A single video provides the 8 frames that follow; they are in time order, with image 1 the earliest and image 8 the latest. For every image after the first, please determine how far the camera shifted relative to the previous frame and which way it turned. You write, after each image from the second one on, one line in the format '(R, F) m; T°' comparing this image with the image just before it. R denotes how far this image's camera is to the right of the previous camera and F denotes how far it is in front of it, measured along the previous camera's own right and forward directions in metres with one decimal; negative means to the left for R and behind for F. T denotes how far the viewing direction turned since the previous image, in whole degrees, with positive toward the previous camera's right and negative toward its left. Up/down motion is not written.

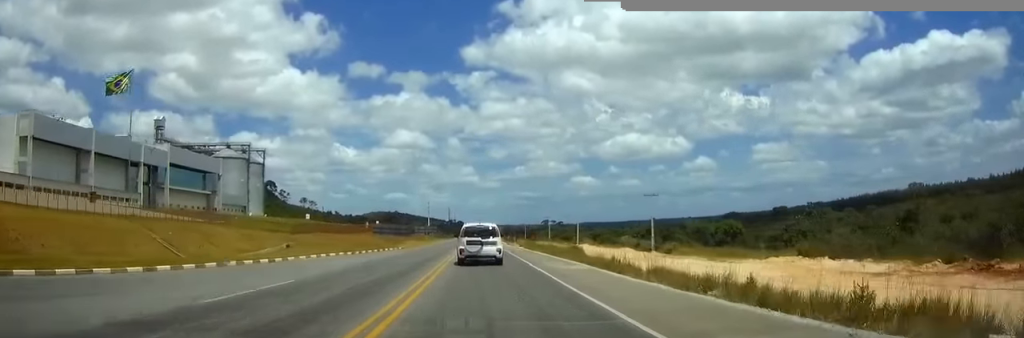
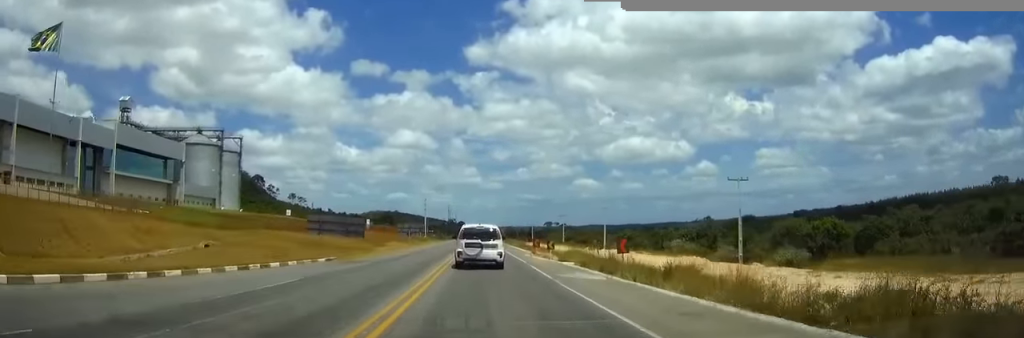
(+0.1, +33.8) m; 0°
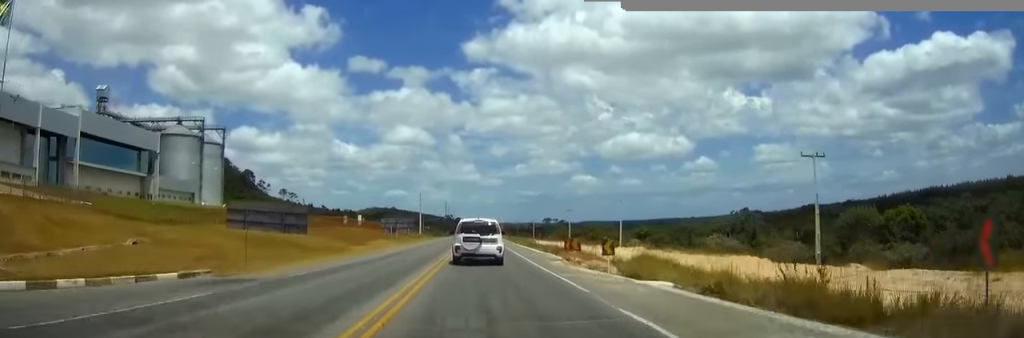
(0.0, +16.7) m; 0°
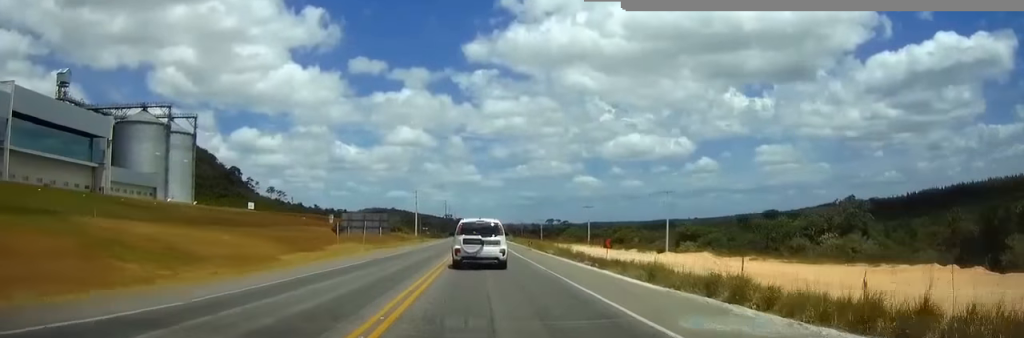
(-0.1, +28.5) m; 0°
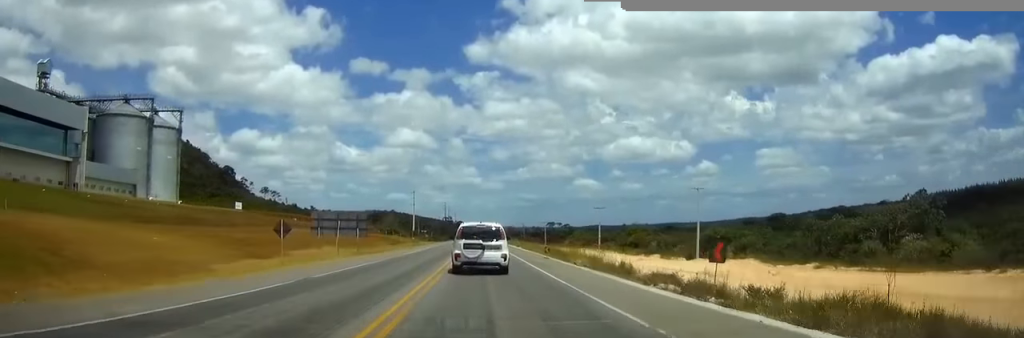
(0.0, +12.8) m; 0°
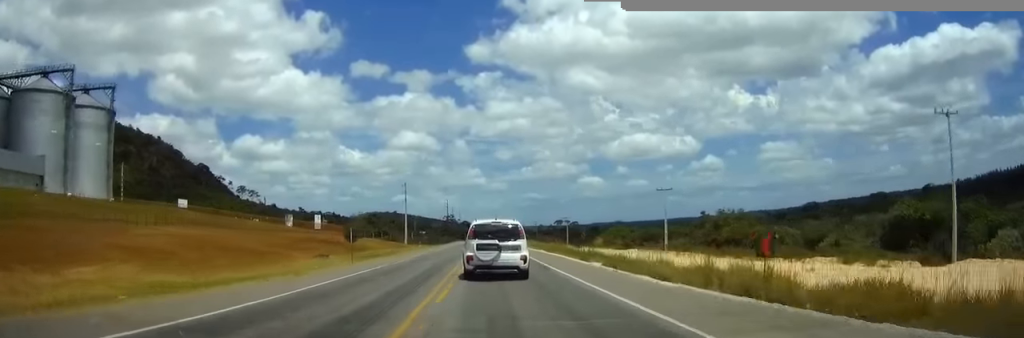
(-0.1, +46.4) m; 0°
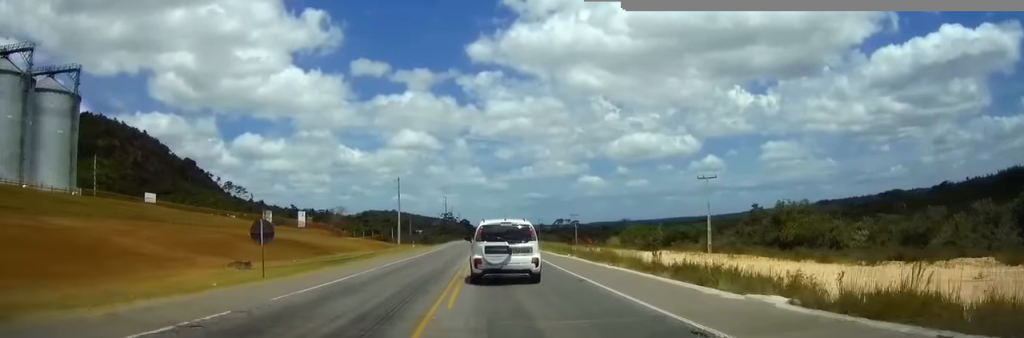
(0.0, +18.4) m; 0°
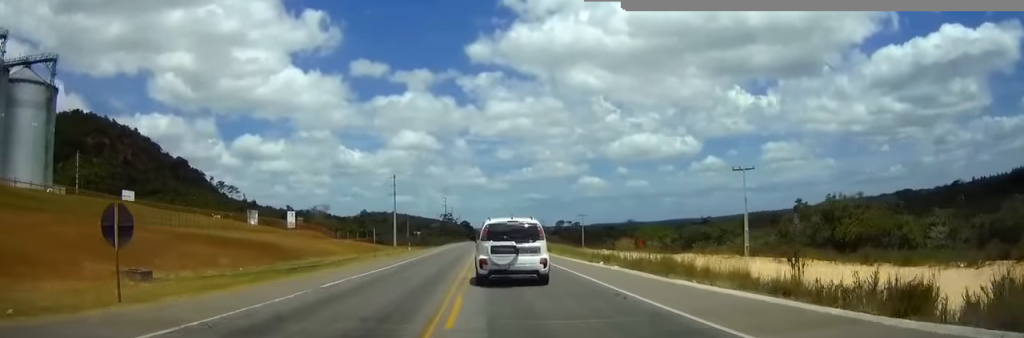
(0.0, +11.1) m; 0°
